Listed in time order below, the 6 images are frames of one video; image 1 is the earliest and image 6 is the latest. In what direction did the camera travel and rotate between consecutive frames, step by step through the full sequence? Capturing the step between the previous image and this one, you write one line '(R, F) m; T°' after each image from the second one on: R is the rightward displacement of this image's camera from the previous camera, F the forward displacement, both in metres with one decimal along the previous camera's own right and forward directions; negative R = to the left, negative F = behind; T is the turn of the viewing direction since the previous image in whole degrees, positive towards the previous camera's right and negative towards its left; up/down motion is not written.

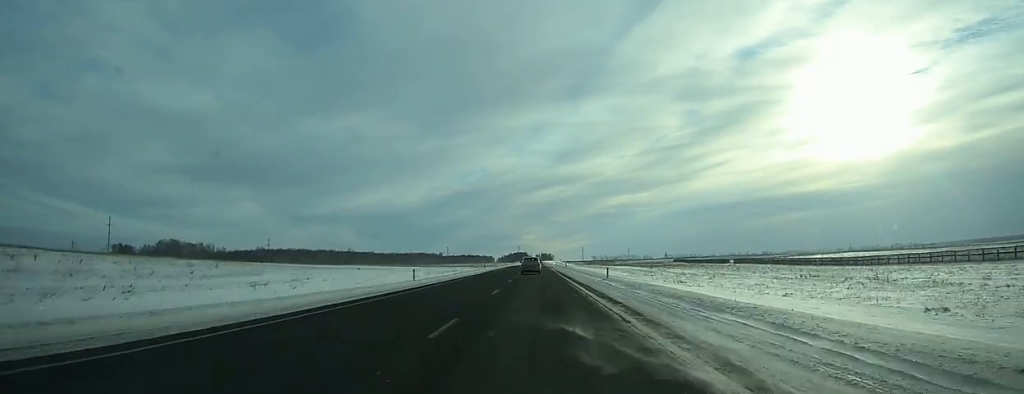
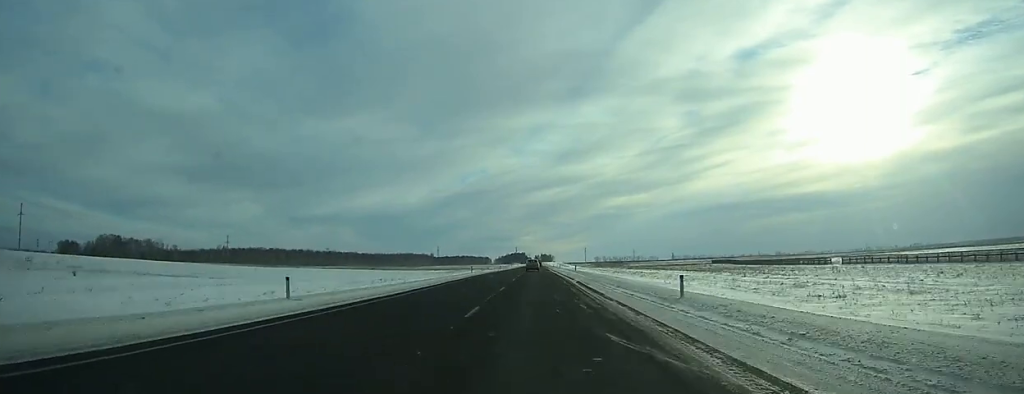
(-0.1, +62.9) m; 0°
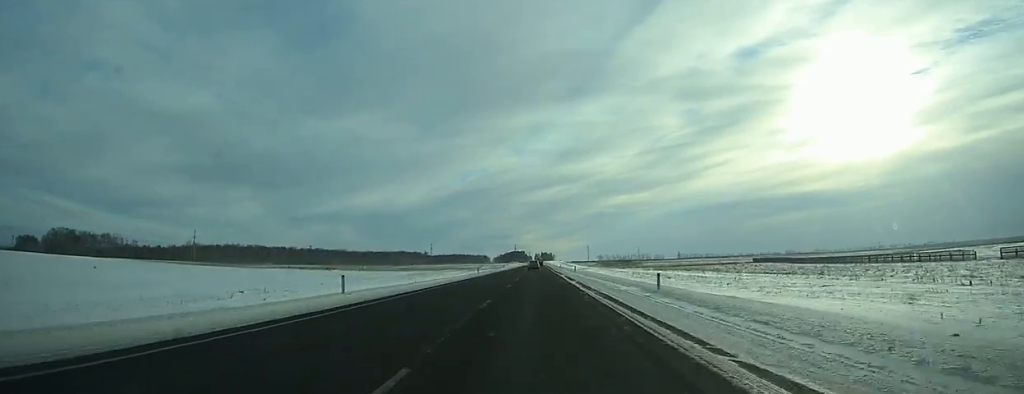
(0.0, +42.3) m; 0°
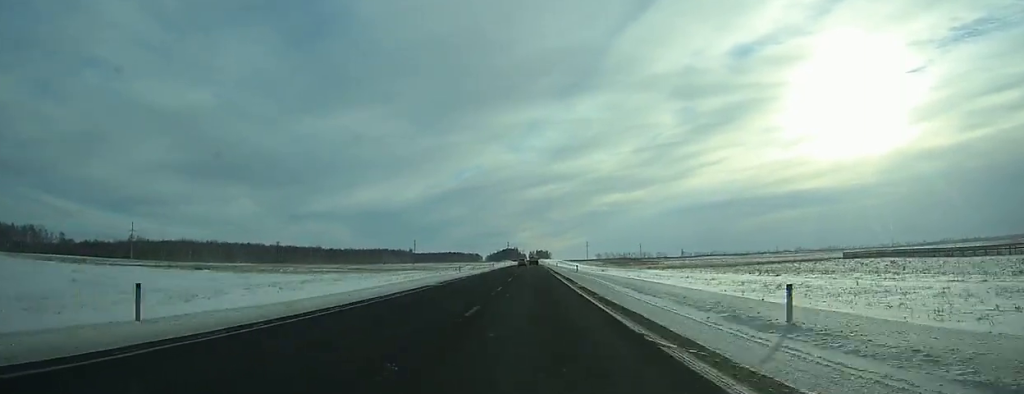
(+0.2, +59.4) m; 0°
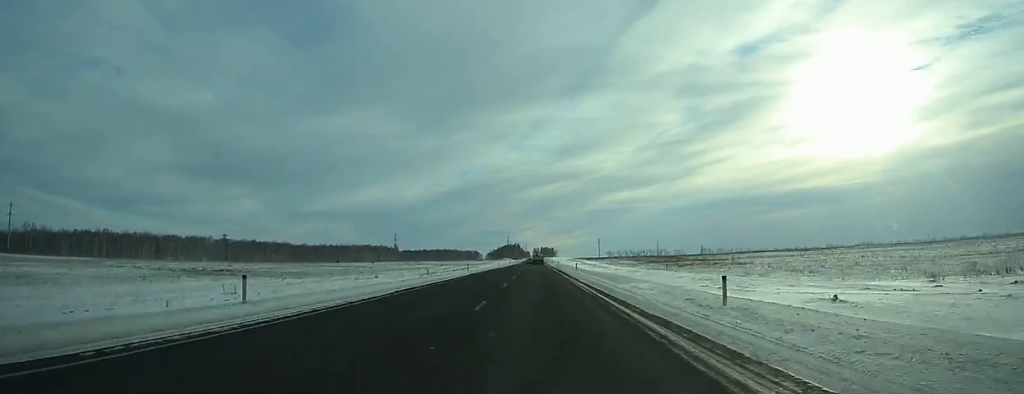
(-0.4, +93.4) m; 0°
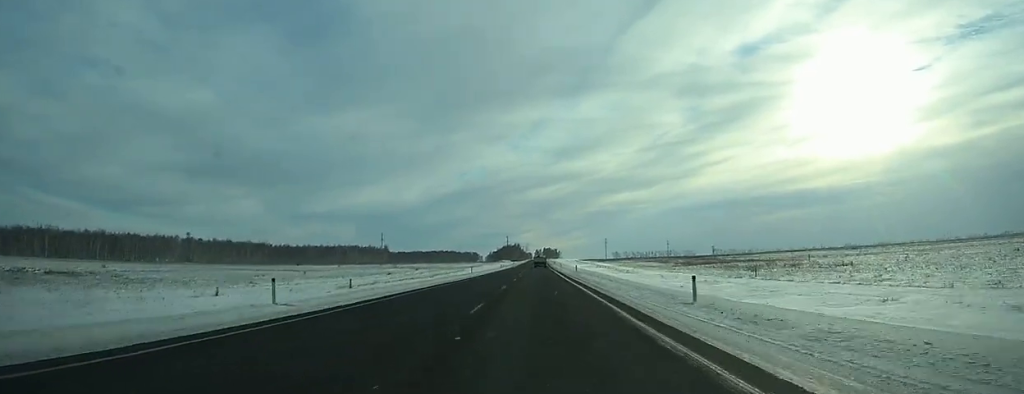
(0.0, +48.2) m; 0°
